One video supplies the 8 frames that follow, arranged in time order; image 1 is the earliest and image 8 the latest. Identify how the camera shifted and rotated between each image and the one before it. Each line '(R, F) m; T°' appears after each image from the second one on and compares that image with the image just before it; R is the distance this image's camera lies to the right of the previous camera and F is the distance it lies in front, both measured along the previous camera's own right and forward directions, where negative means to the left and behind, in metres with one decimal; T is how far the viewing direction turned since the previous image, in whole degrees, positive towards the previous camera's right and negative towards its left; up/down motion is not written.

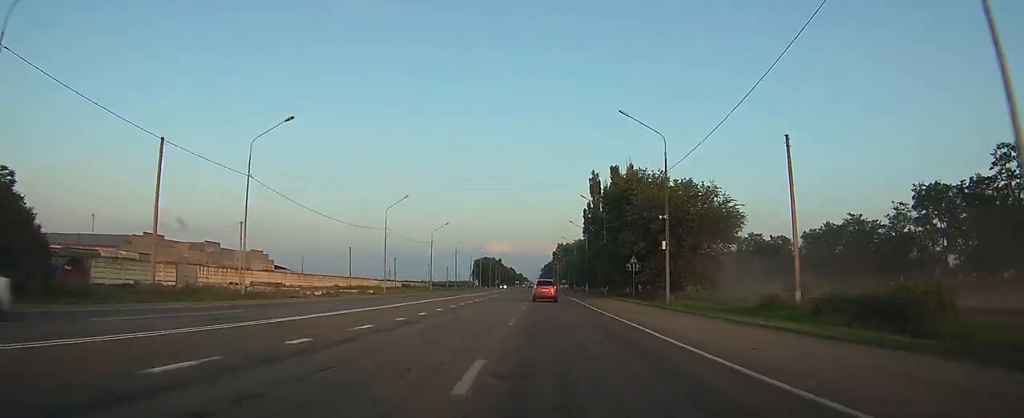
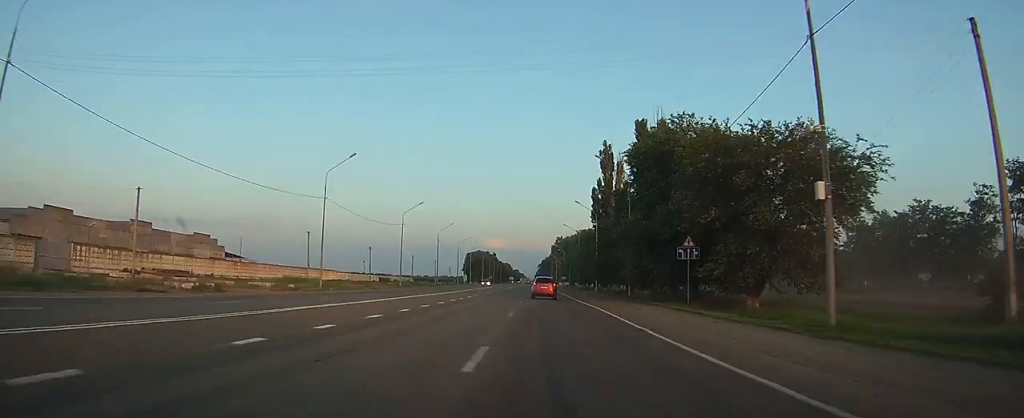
(+0.1, +22.4) m; 0°
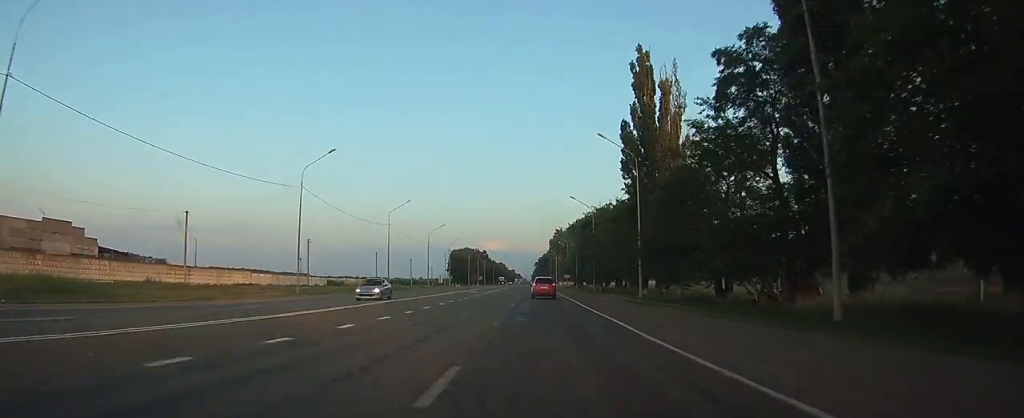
(+0.2, +38.9) m; 0°
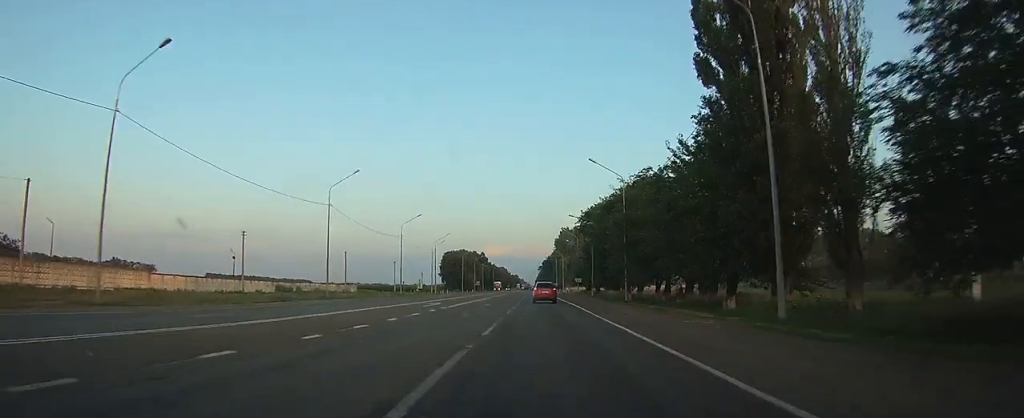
(-0.1, +27.0) m; 0°
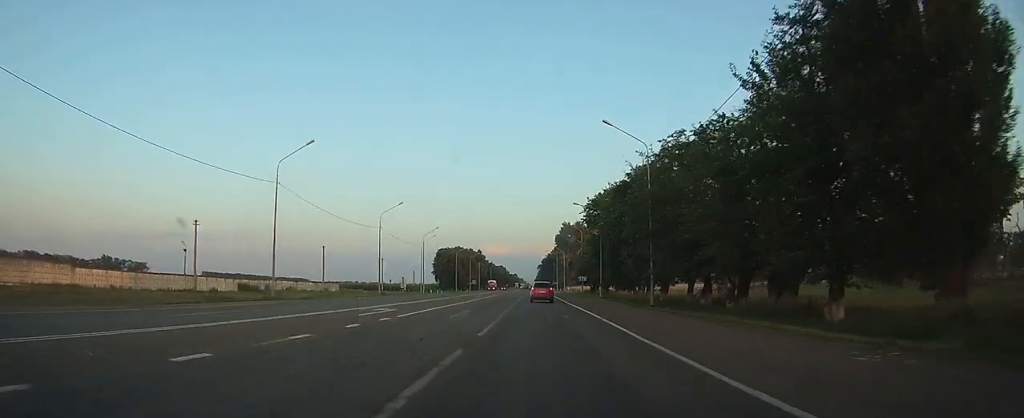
(0.0, +12.7) m; 0°
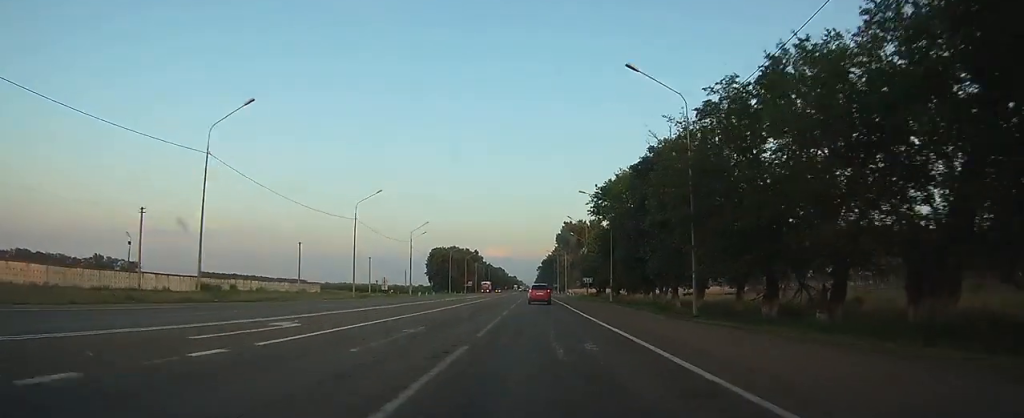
(0.0, +11.2) m; 0°
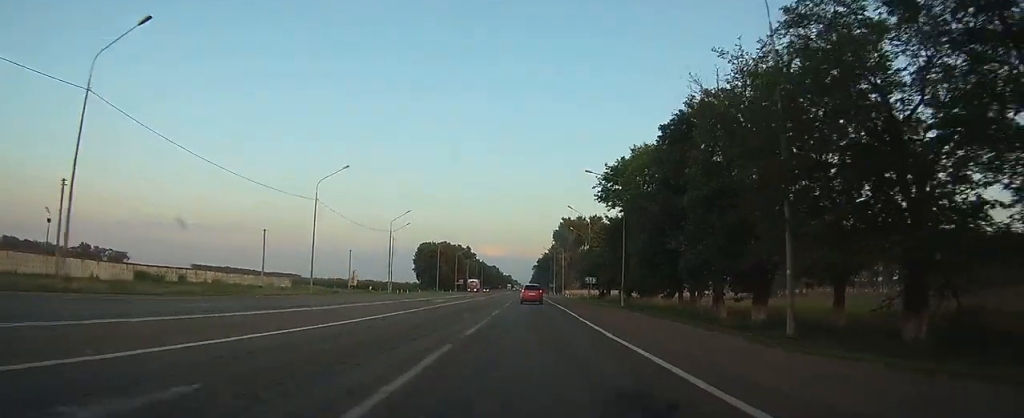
(0.0, +11.9) m; 0°
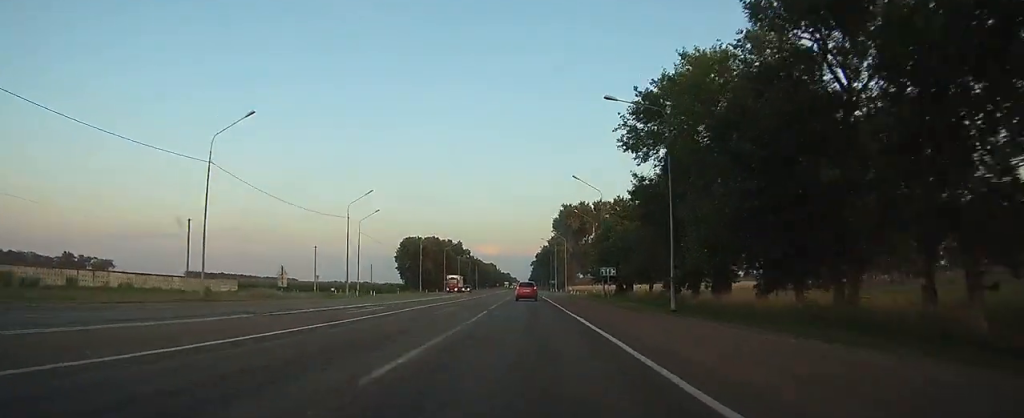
(0.0, +19.6) m; 0°
